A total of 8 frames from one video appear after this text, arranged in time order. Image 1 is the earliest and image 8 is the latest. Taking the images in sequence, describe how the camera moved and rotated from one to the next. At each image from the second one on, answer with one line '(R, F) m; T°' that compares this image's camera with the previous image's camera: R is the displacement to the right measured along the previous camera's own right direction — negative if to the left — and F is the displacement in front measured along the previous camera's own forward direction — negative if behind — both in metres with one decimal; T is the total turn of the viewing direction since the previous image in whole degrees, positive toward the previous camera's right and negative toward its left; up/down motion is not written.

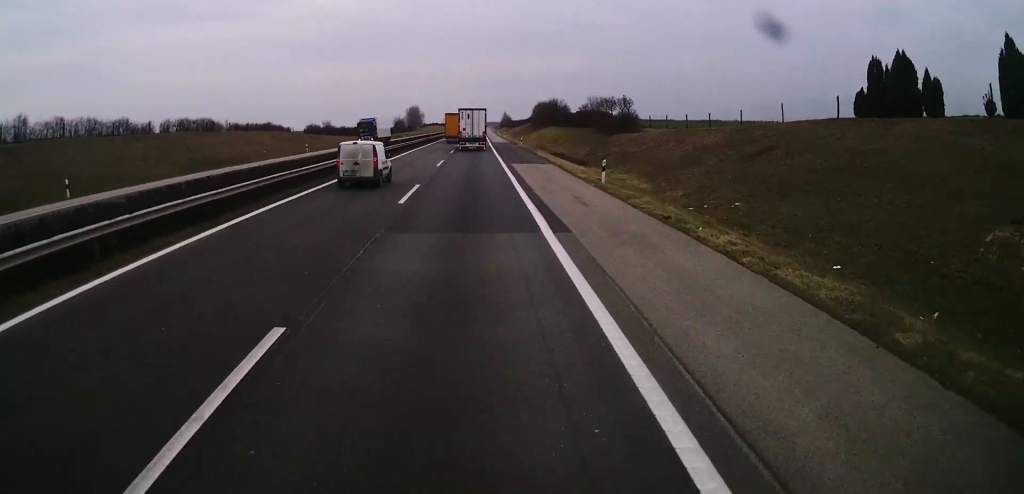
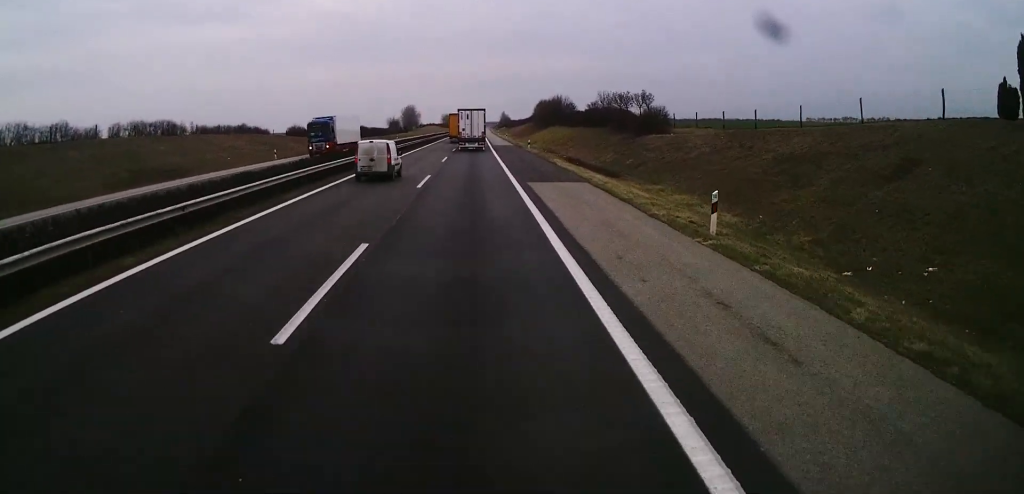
(0.0, +12.3) m; 0°
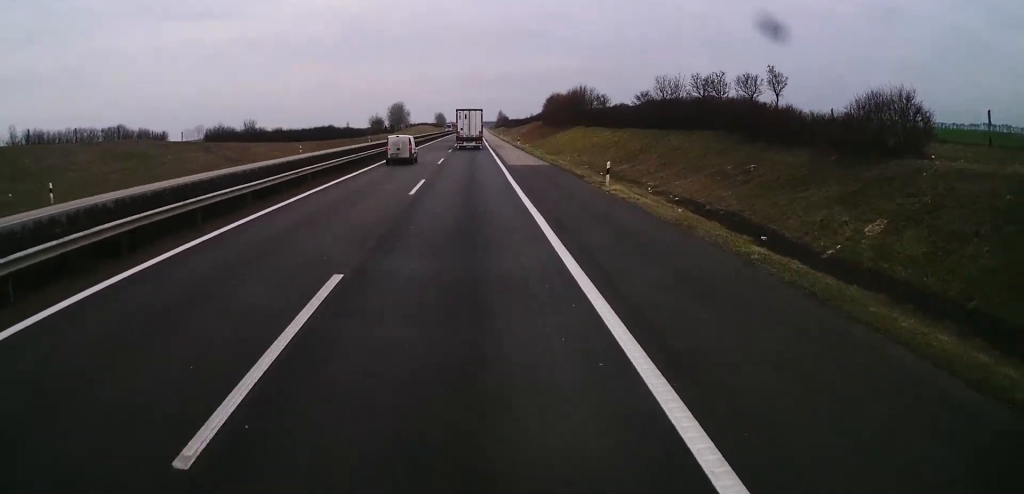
(+0.2, +38.4) m; 0°
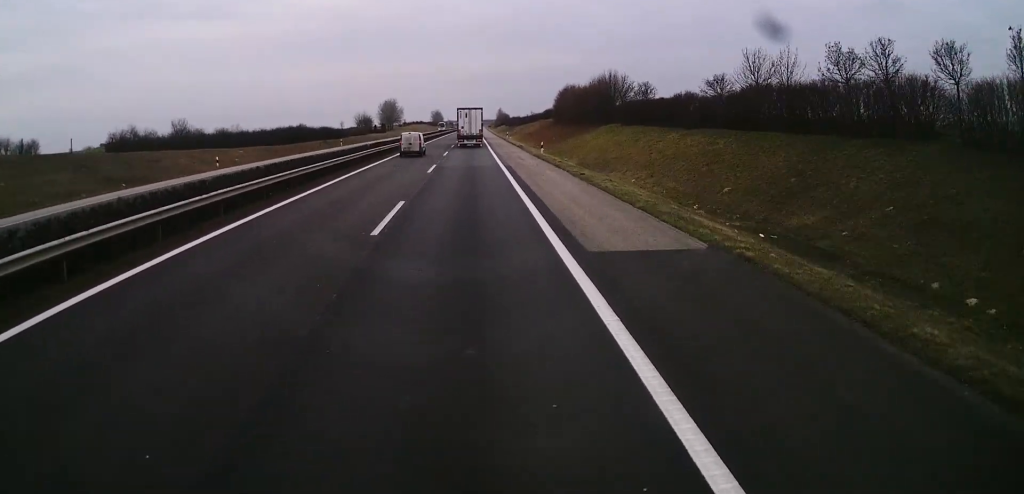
(-0.5, +26.2) m; 0°
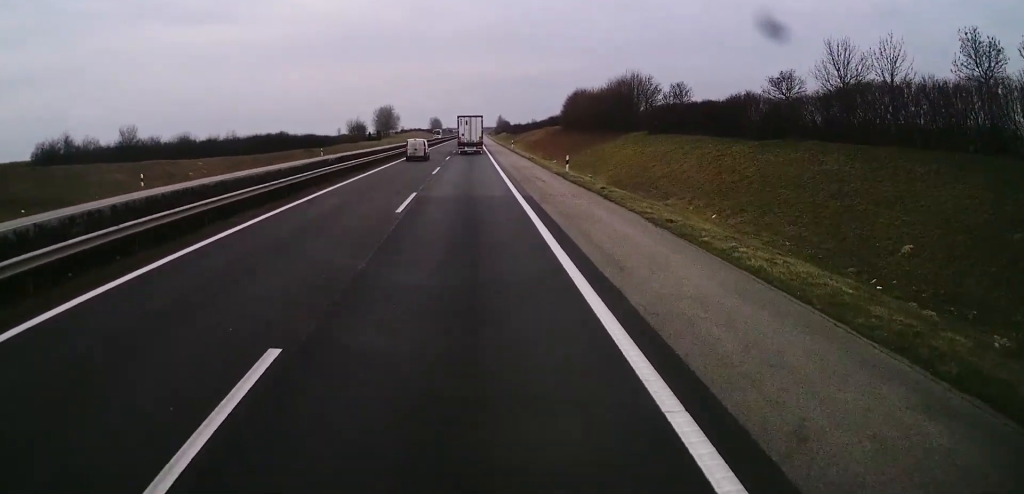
(+0.3, +13.1) m; +1°
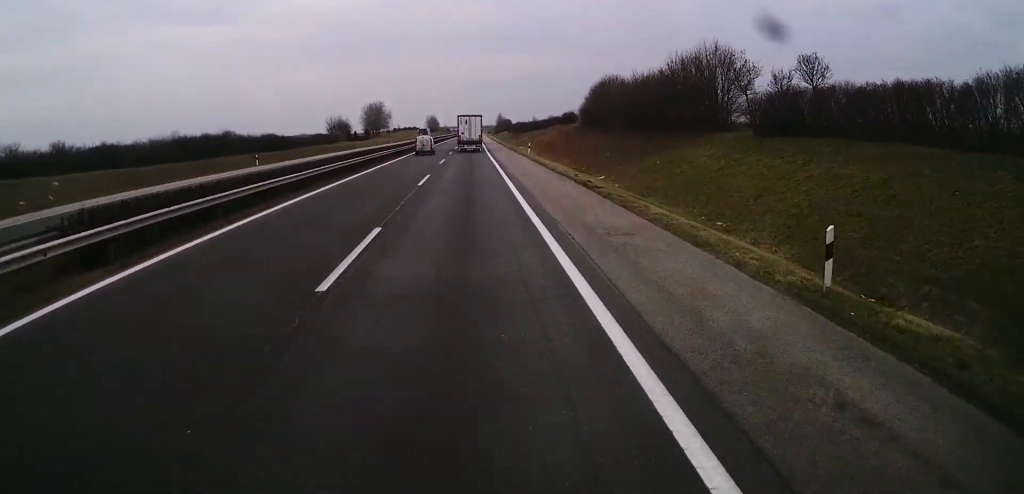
(+0.2, +27.0) m; 0°
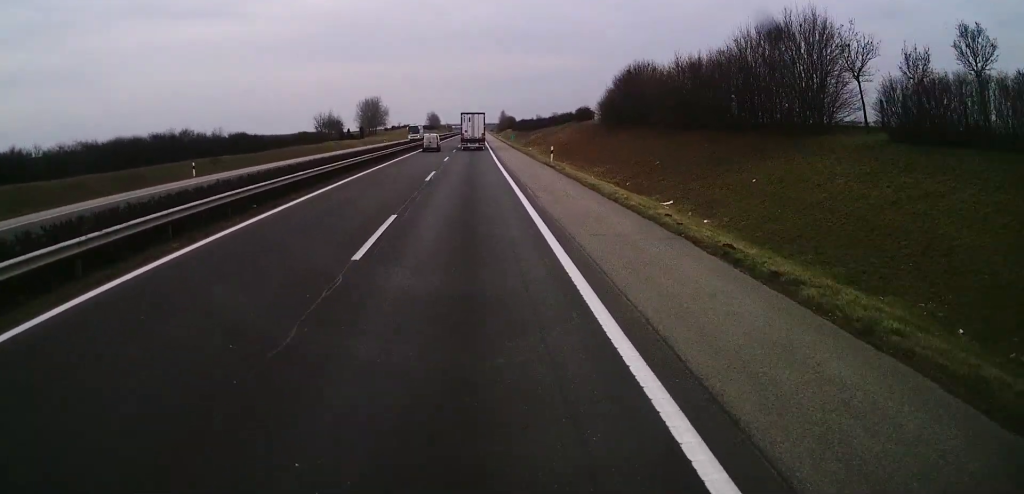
(-0.1, +15.4) m; 0°
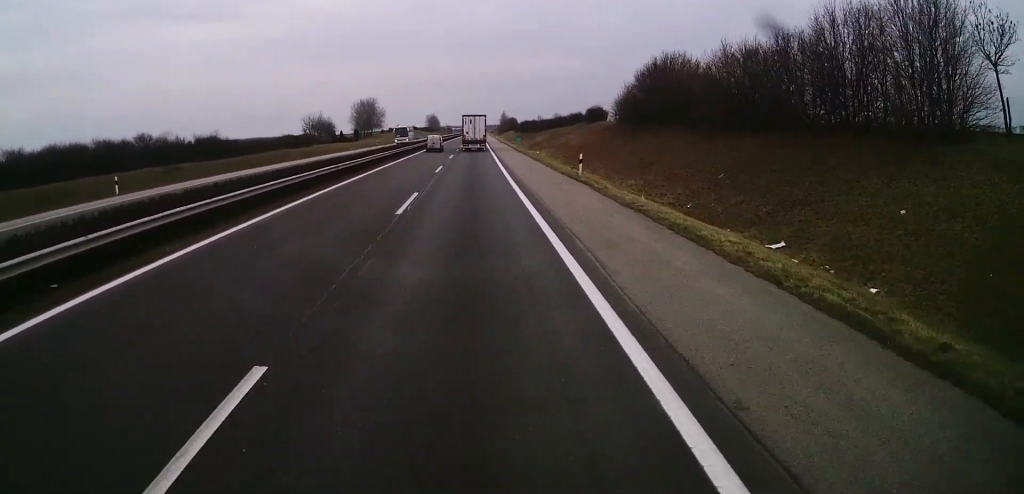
(-0.1, +11.6) m; 0°
